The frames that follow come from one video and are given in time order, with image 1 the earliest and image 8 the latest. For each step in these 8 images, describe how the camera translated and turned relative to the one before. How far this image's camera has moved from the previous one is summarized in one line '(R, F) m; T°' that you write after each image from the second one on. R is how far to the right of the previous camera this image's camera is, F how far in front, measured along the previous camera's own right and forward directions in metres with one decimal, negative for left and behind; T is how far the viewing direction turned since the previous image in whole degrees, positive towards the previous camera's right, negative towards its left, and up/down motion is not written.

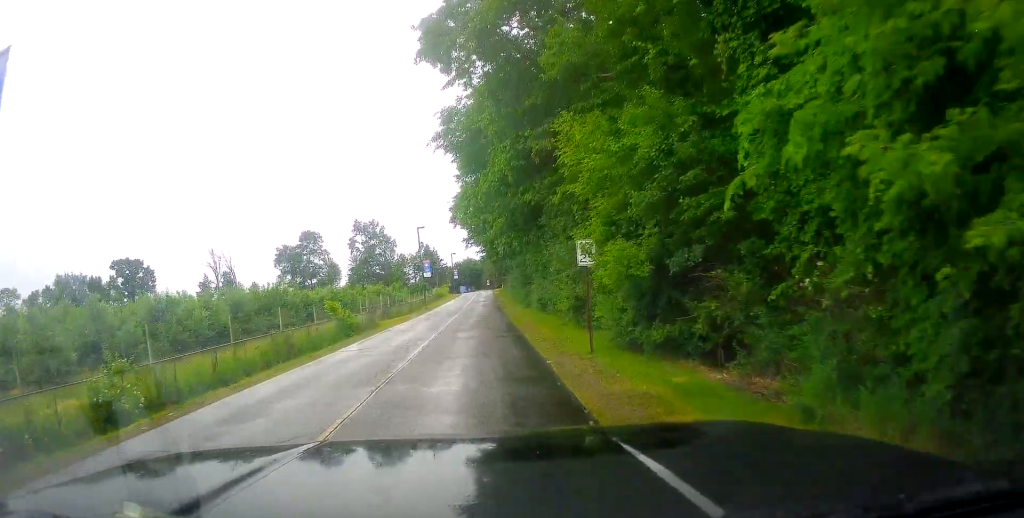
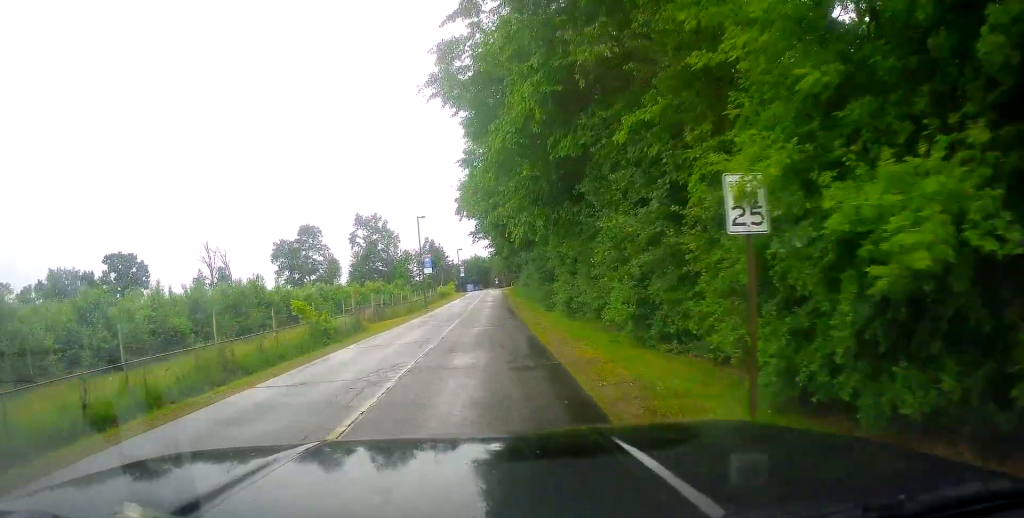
(-0.2, +8.1) m; 0°
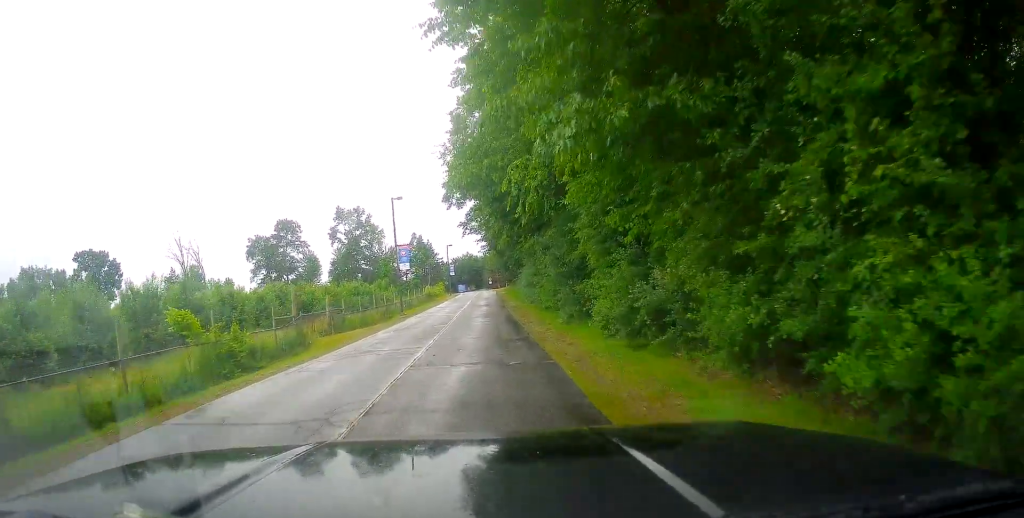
(+0.1, +11.9) m; -1°
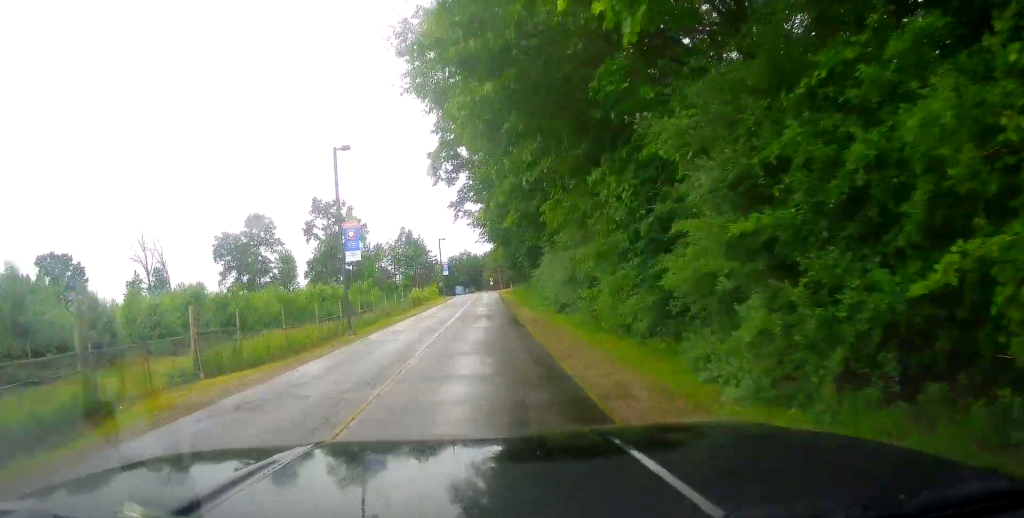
(-0.5, +18.6) m; -1°
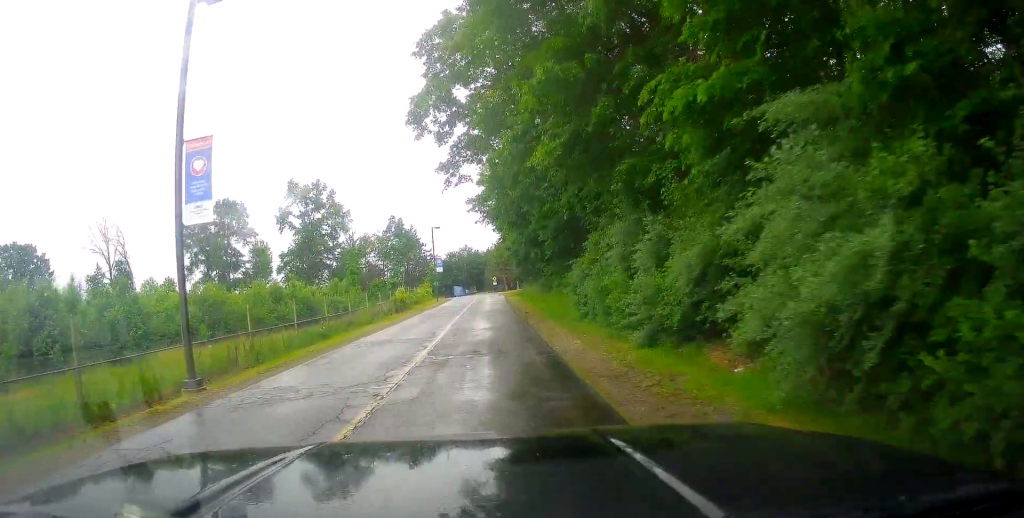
(-0.1, +16.7) m; 0°
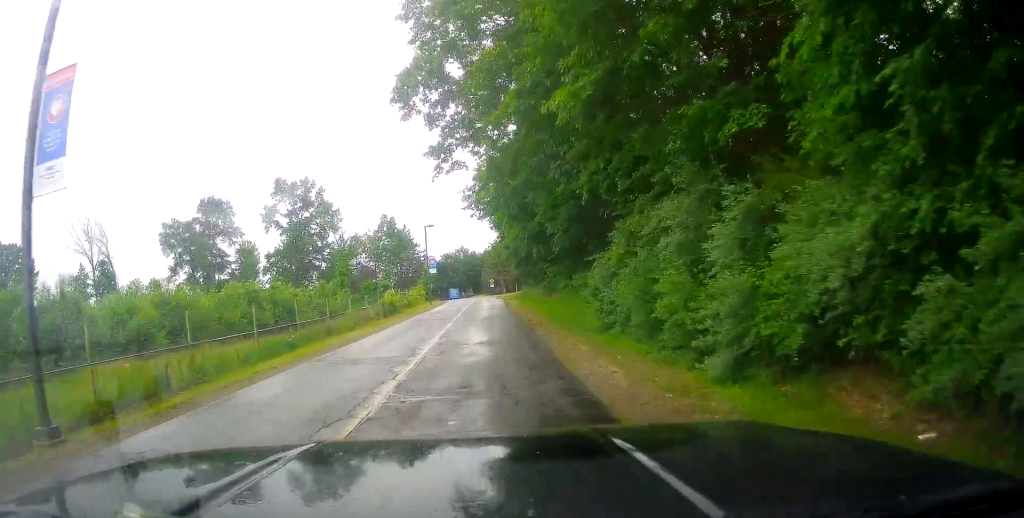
(+0.1, +5.2) m; +1°
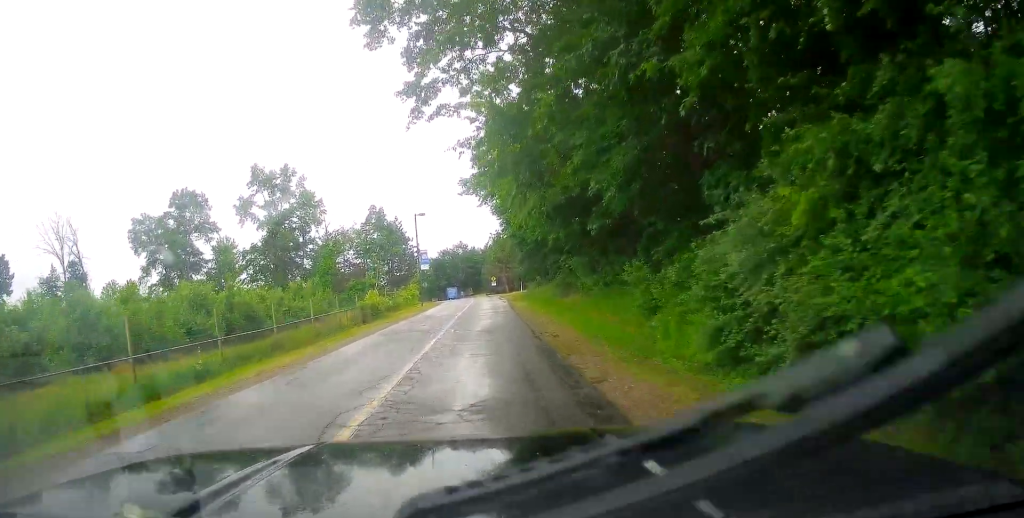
(+0.4, +10.0) m; +1°
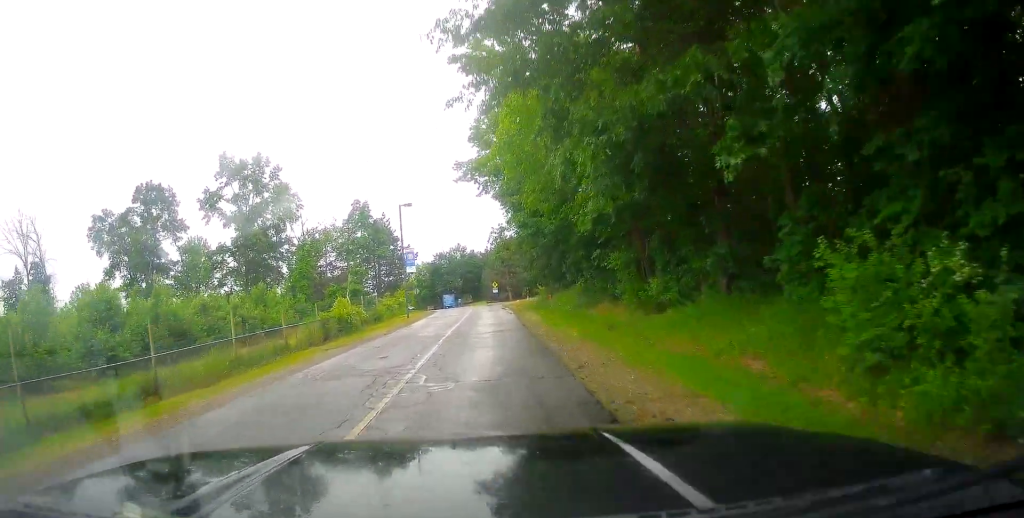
(-0.2, +11.0) m; 0°
